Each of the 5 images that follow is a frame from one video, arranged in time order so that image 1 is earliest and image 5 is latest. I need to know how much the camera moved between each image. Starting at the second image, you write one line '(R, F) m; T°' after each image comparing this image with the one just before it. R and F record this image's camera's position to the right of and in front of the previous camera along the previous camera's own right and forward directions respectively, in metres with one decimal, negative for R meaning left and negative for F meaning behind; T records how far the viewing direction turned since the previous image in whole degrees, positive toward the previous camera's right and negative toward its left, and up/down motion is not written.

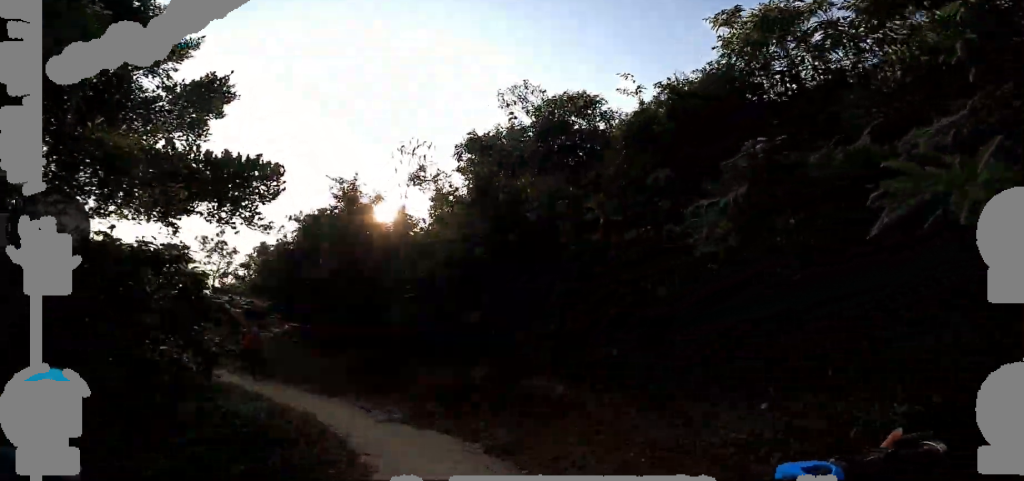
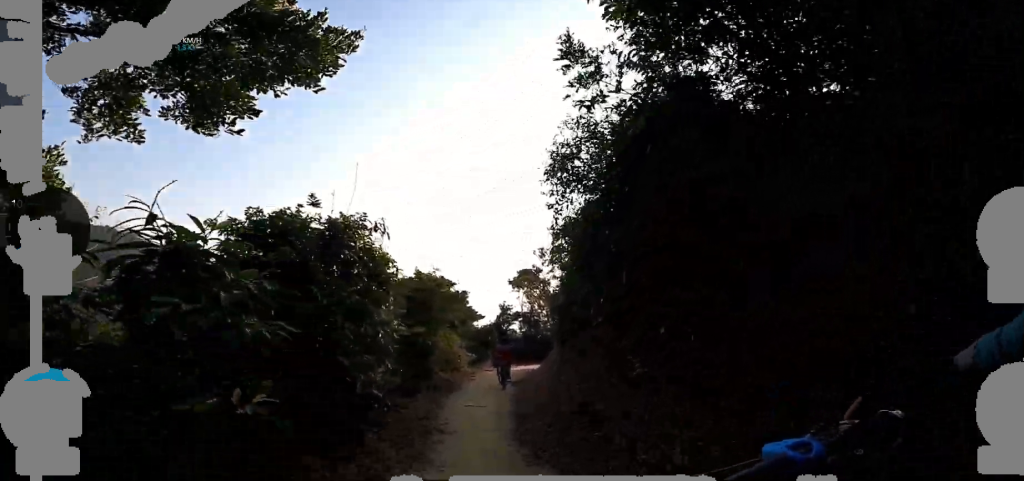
(-0.6, +5.3) m; -20°
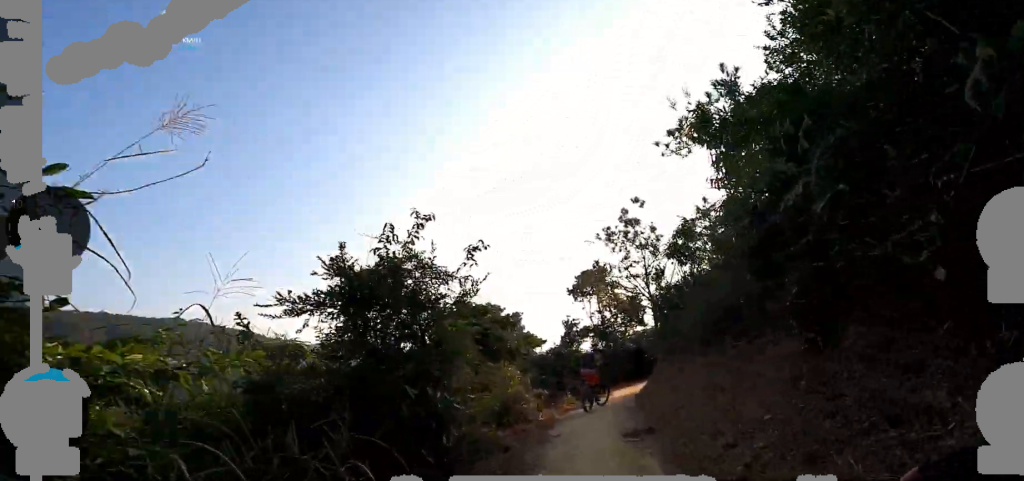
(-0.6, +3.9) m; -14°
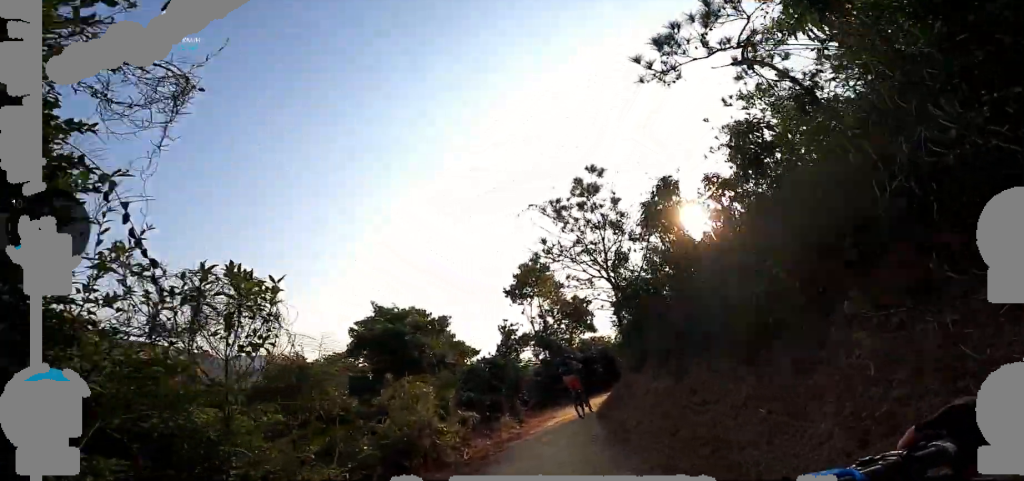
(-0.1, +2.5) m; -7°
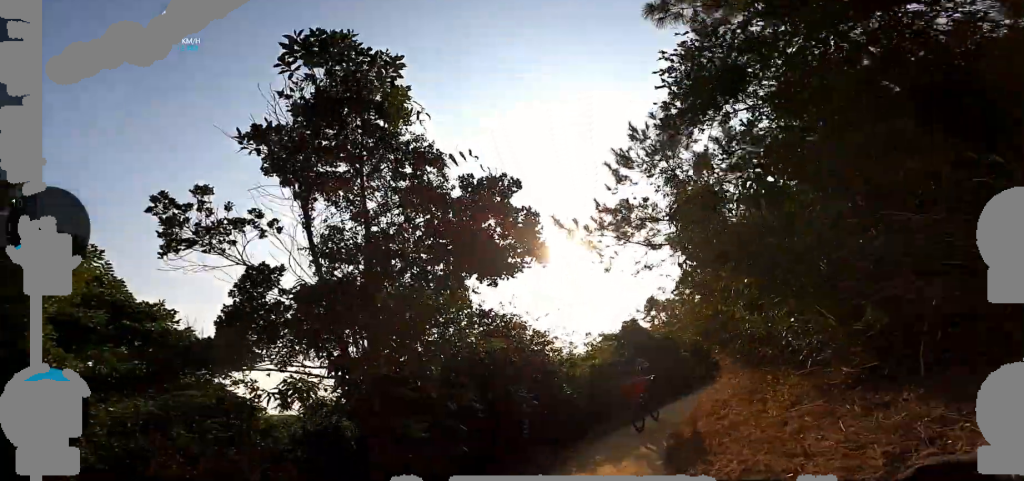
(-0.1, +10.4) m; +10°
